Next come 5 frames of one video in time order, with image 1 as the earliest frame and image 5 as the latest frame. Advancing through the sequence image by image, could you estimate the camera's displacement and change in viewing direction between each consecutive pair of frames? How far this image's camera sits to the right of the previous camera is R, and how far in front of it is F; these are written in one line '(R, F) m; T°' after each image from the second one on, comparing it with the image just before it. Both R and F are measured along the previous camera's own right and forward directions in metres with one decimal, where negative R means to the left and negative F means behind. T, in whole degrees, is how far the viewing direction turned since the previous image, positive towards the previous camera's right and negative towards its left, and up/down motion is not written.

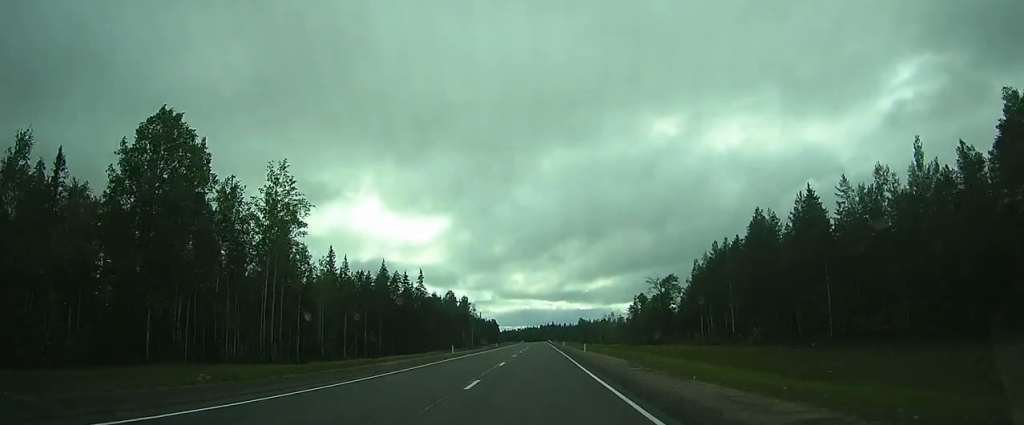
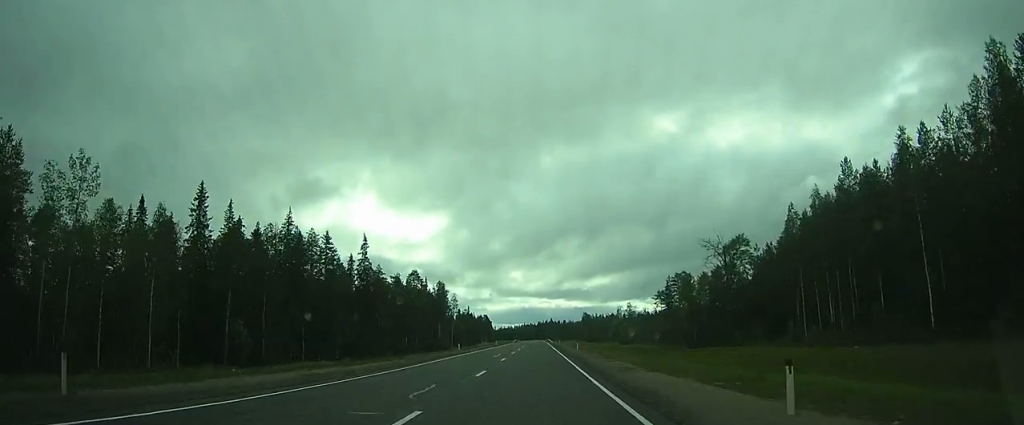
(+0.4, +40.8) m; +1°
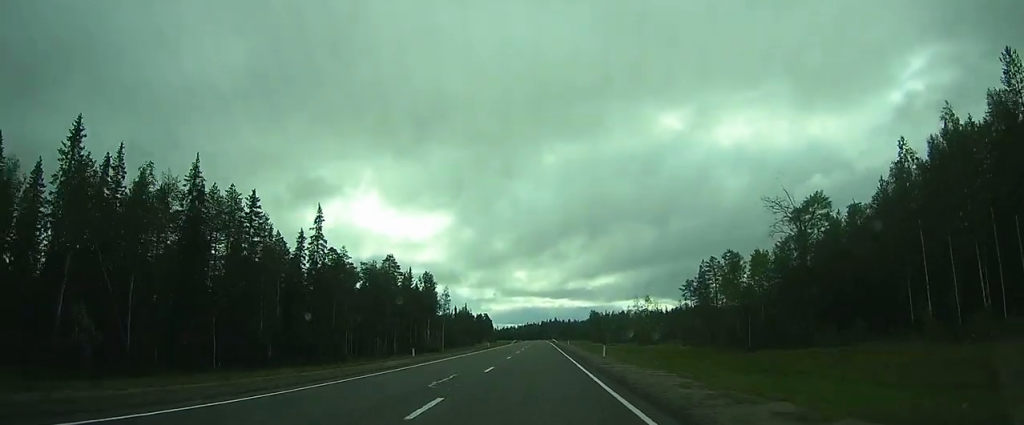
(+0.1, +24.0) m; 0°
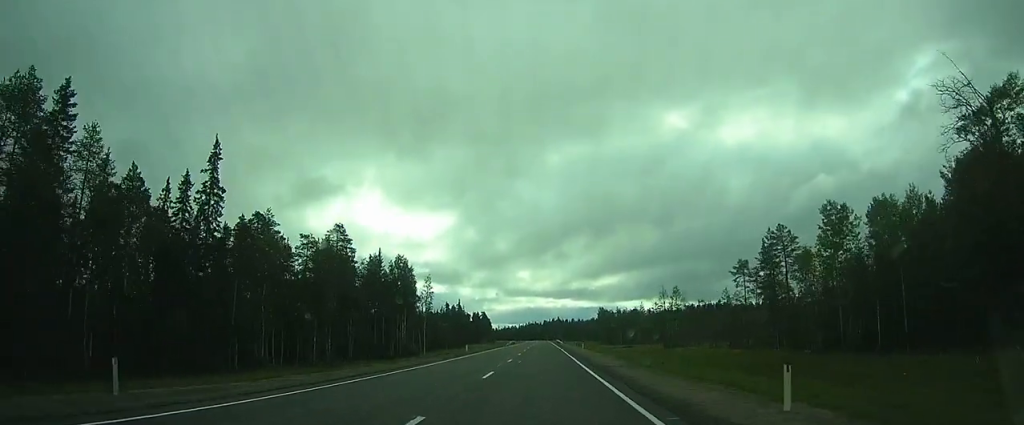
(+0.1, +28.3) m; +1°
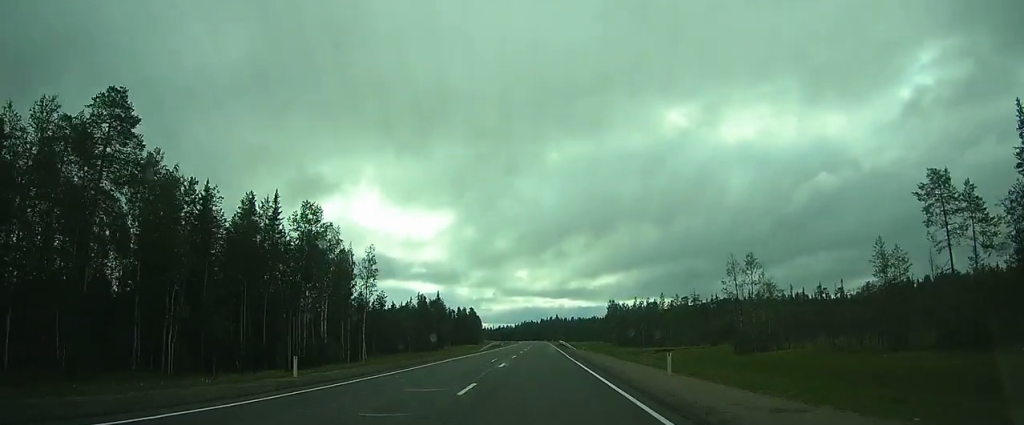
(+0.1, +41.0) m; 0°
